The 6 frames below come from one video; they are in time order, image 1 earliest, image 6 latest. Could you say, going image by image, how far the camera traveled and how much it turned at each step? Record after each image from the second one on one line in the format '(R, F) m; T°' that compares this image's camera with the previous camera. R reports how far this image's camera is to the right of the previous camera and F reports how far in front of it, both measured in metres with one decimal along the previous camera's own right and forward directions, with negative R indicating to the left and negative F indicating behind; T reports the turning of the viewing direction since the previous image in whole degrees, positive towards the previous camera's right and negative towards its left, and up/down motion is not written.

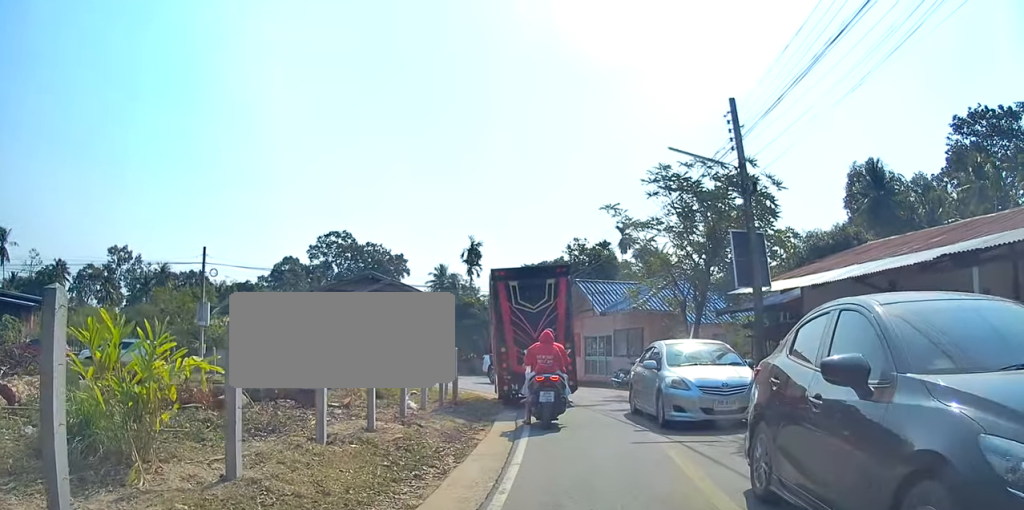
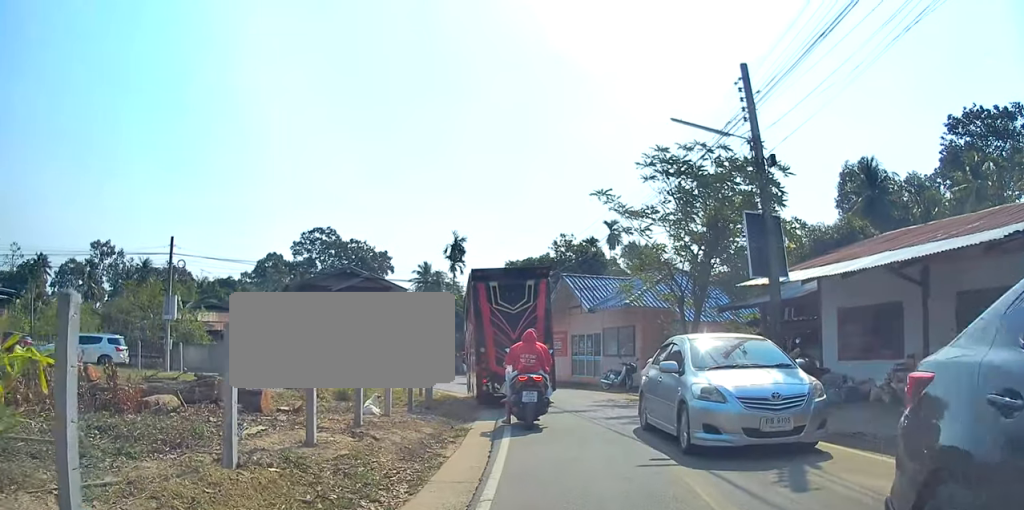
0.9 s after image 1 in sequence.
(-0.1, +1.8) m; -2°
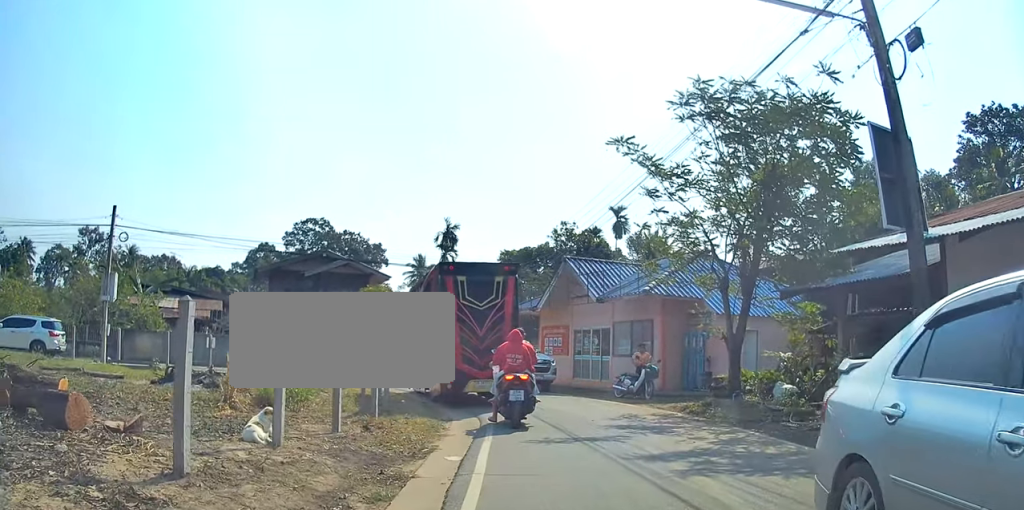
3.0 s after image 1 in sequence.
(+0.3, +4.0) m; +8°
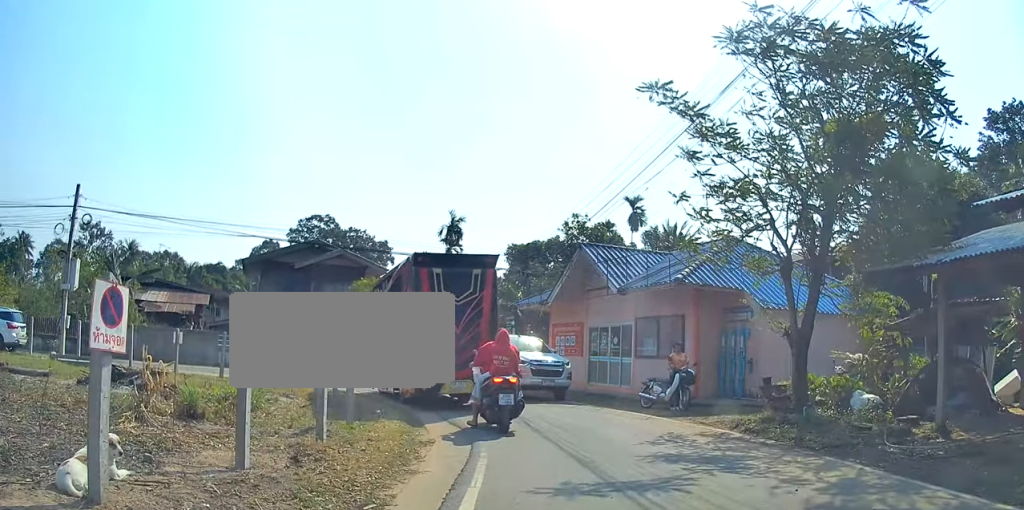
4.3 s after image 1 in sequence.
(0.0, +2.7) m; 0°
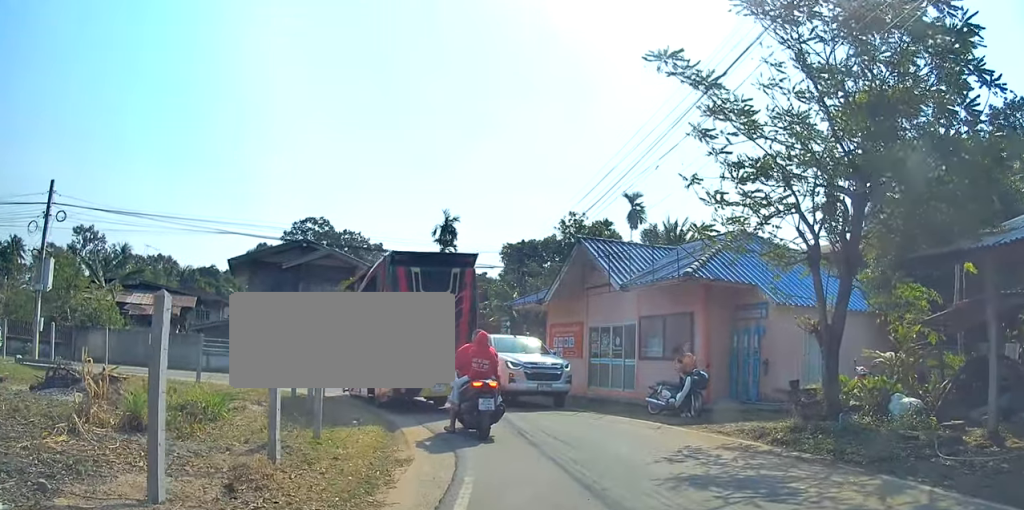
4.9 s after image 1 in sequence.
(0.0, +1.2) m; +1°
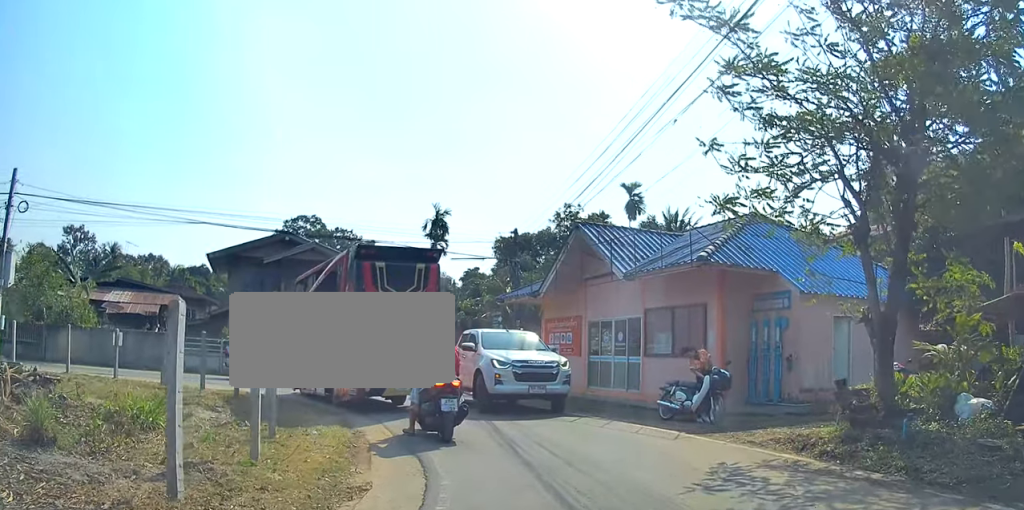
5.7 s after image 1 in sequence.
(0.0, +1.7) m; +1°
